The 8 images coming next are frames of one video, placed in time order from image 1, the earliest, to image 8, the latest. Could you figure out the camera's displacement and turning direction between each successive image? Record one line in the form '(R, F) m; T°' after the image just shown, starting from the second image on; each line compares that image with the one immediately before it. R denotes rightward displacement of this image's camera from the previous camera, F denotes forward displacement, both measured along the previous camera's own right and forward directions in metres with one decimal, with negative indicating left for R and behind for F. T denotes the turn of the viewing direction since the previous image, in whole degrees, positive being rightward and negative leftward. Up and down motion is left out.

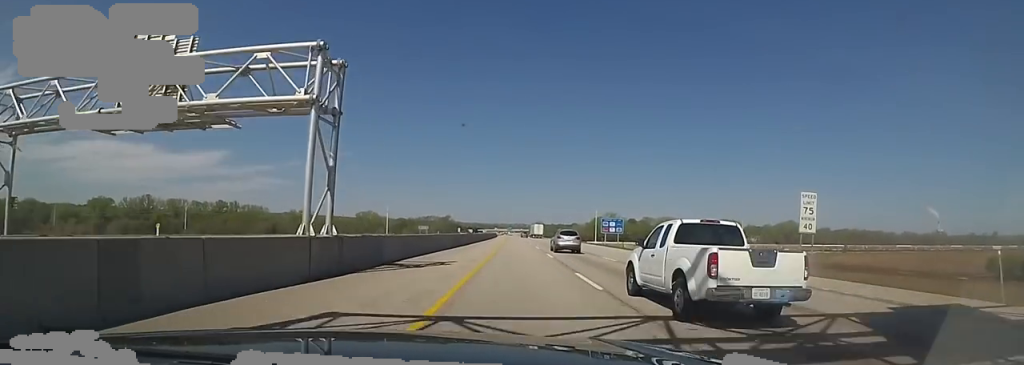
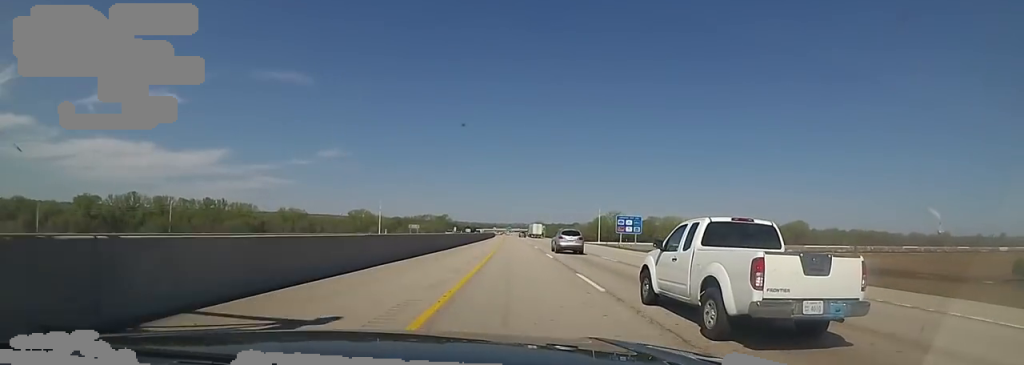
(-0.1, +15.5) m; 0°
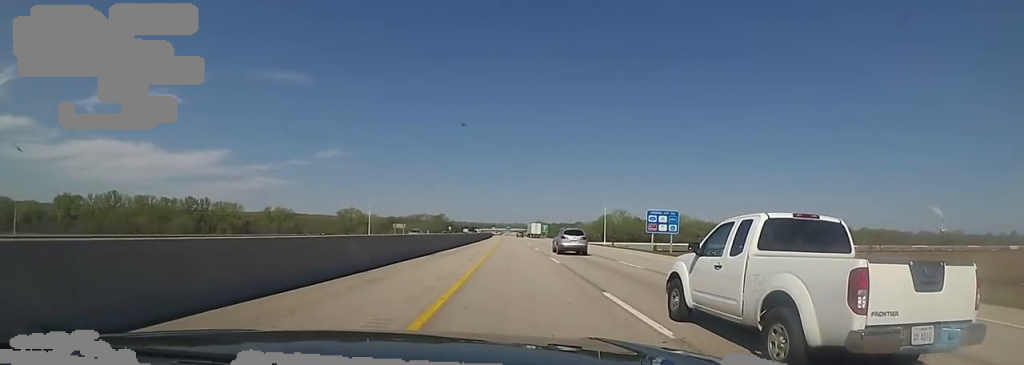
(-0.1, +20.3) m; 0°
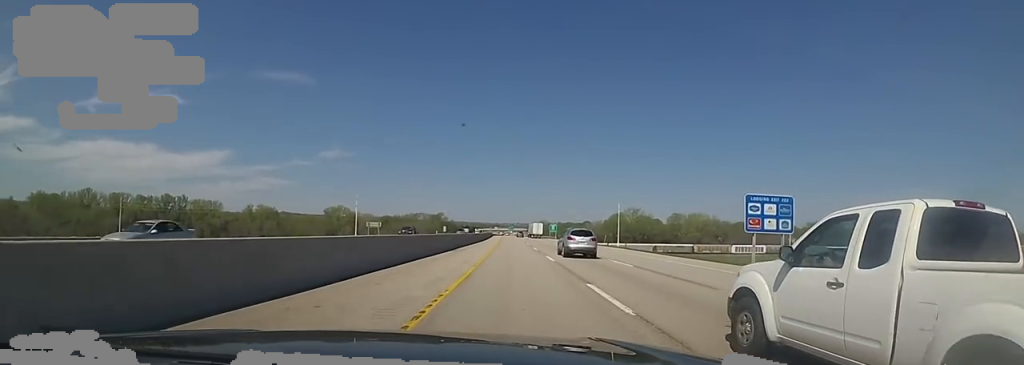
(+0.2, +28.6) m; 0°
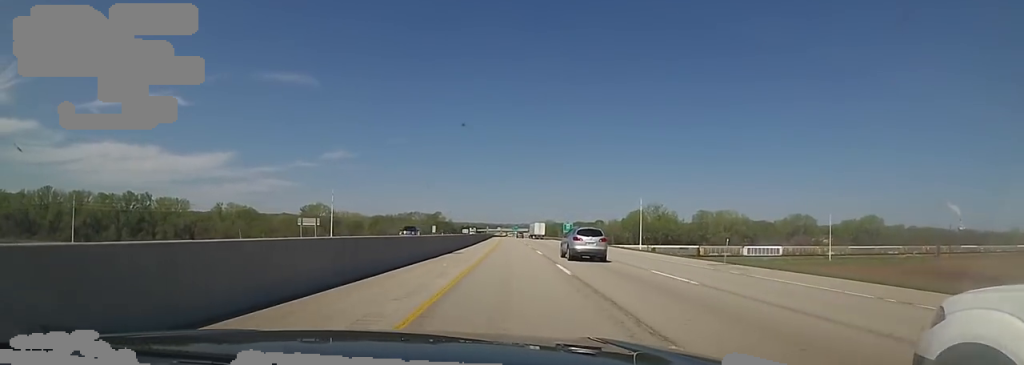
(0.0, +38.2) m; -2°
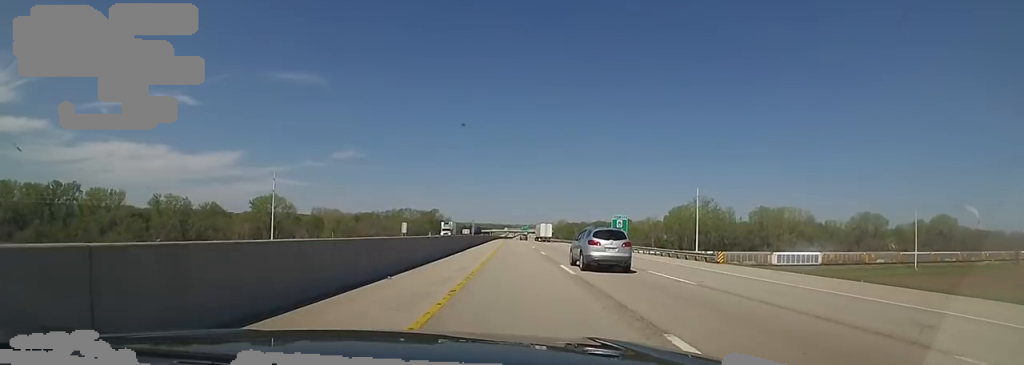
(-1.1, +59.4) m; +1°
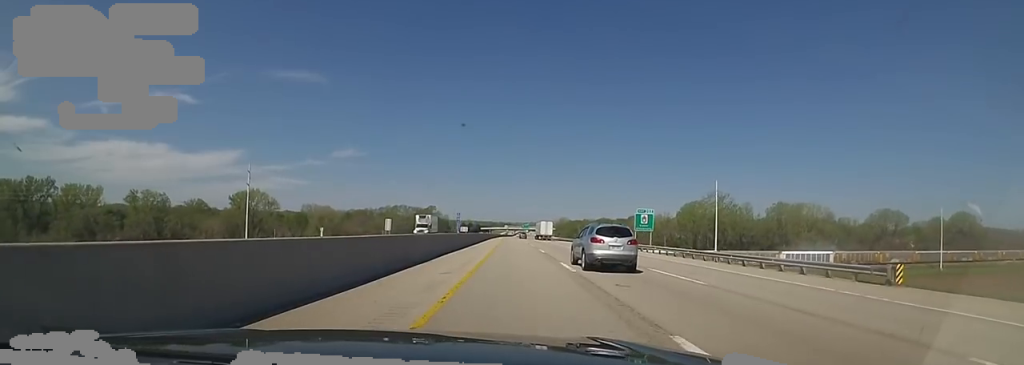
(+0.4, +15.5) m; +1°
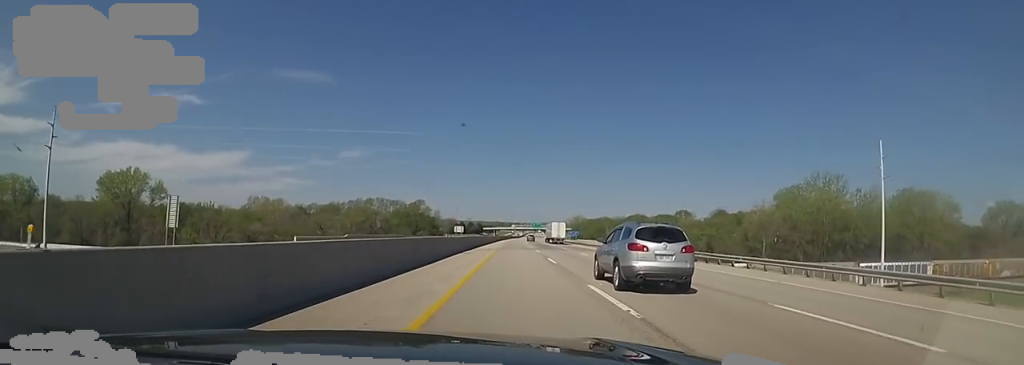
(-2.5, +69.3) m; -4°
